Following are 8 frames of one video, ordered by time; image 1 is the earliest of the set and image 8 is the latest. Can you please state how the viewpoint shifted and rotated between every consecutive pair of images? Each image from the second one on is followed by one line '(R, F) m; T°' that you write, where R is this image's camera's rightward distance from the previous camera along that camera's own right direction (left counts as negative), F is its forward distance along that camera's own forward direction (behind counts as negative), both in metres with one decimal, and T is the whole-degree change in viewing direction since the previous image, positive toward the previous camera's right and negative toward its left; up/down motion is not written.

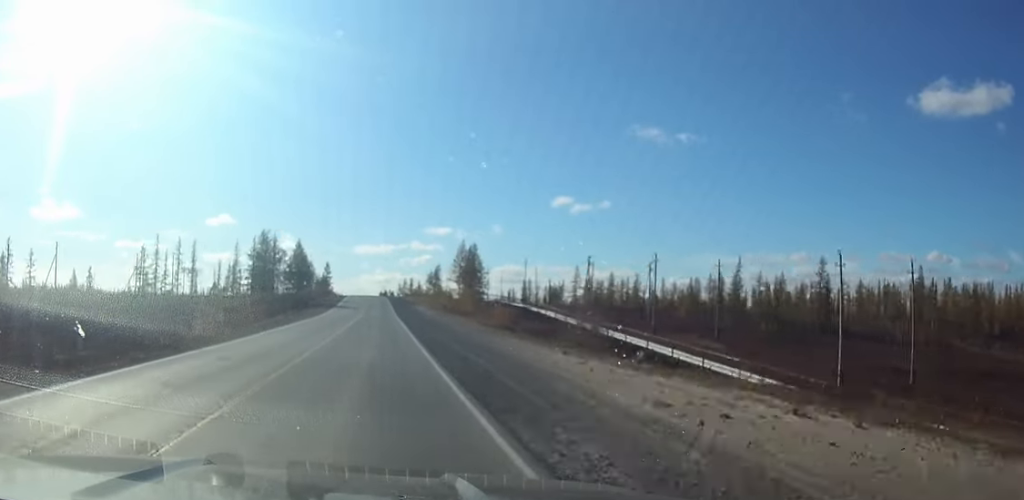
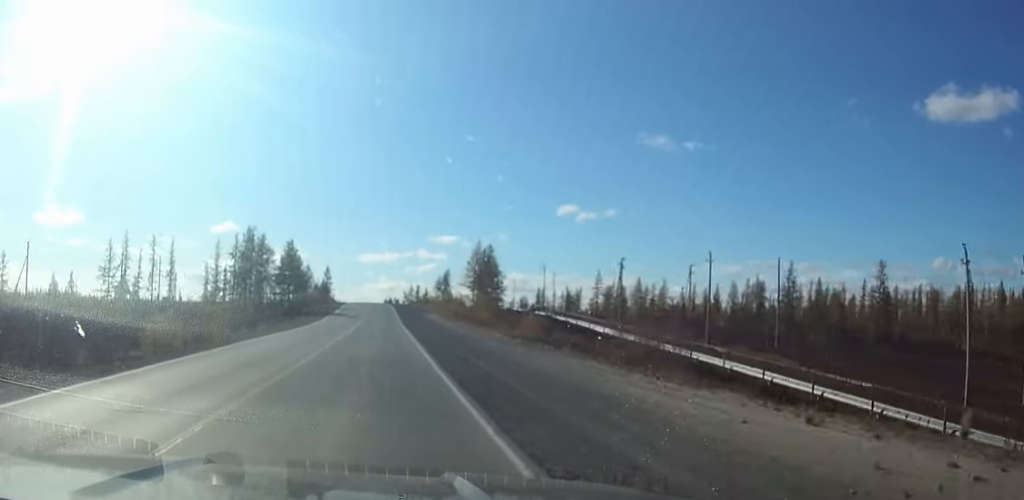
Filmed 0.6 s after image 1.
(-0.1, +14.6) m; 0°
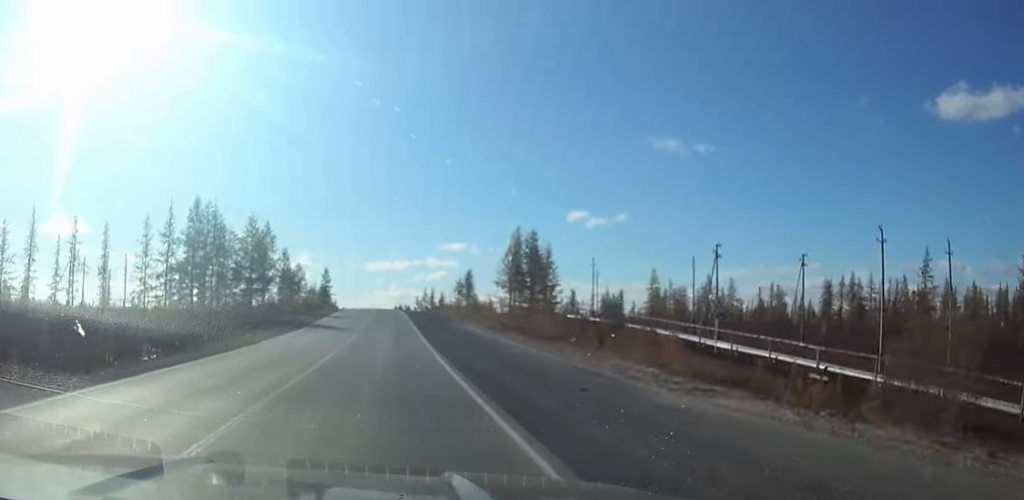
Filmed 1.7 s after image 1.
(-0.2, +27.3) m; 0°
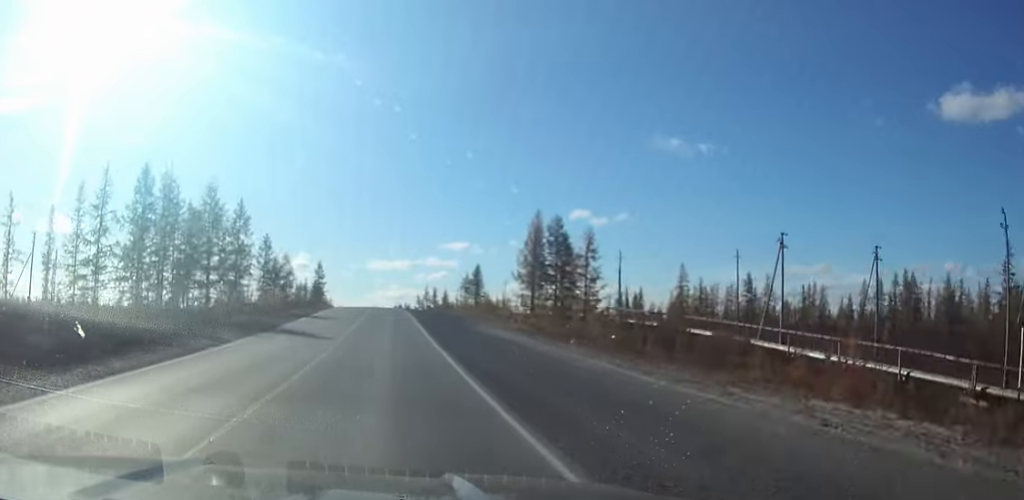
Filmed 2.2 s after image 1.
(0.0, +14.2) m; 0°
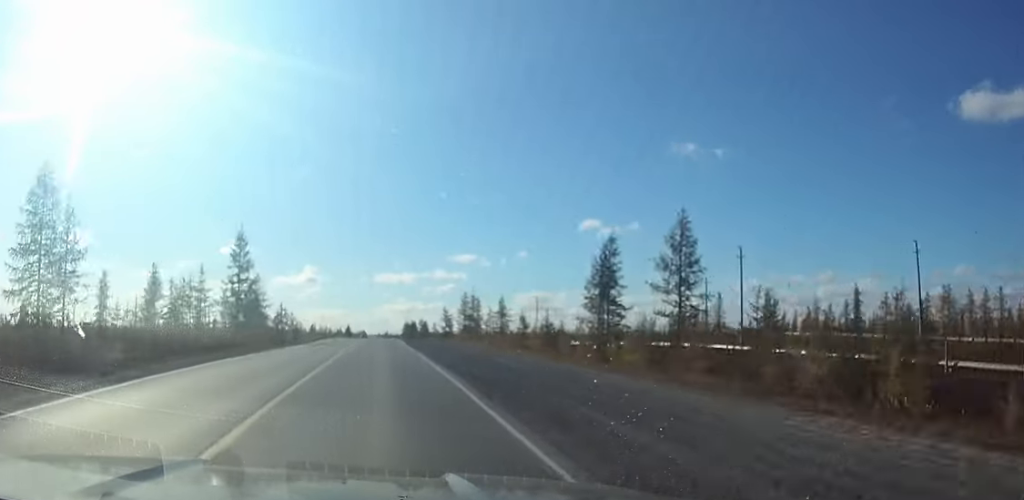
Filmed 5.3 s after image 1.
(-0.7, +78.1) m; -1°
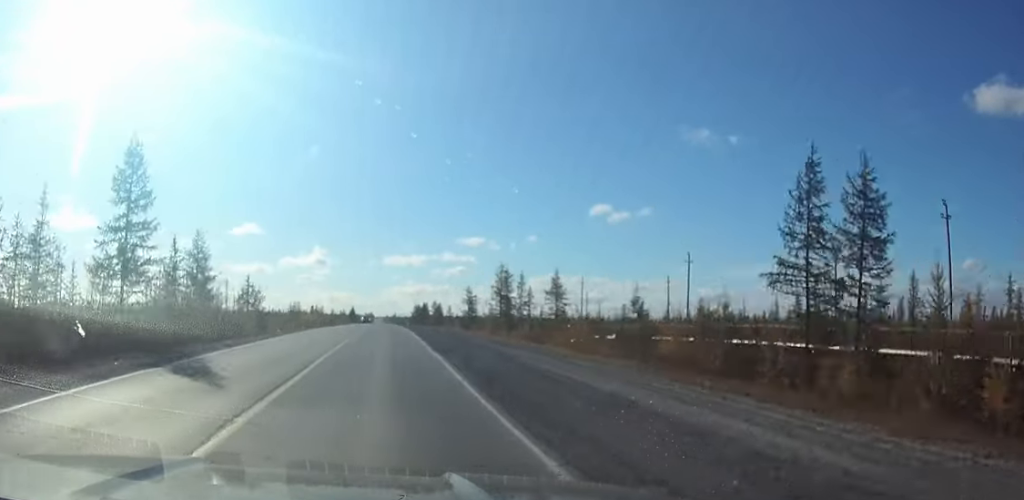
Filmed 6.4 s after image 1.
(-0.1, +29.5) m; 0°
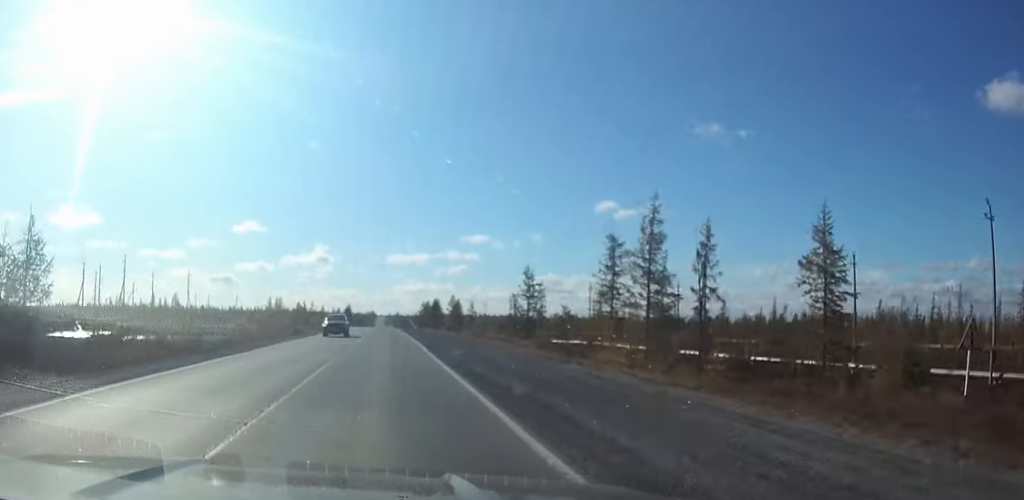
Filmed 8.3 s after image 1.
(-0.1, +49.5) m; 0°
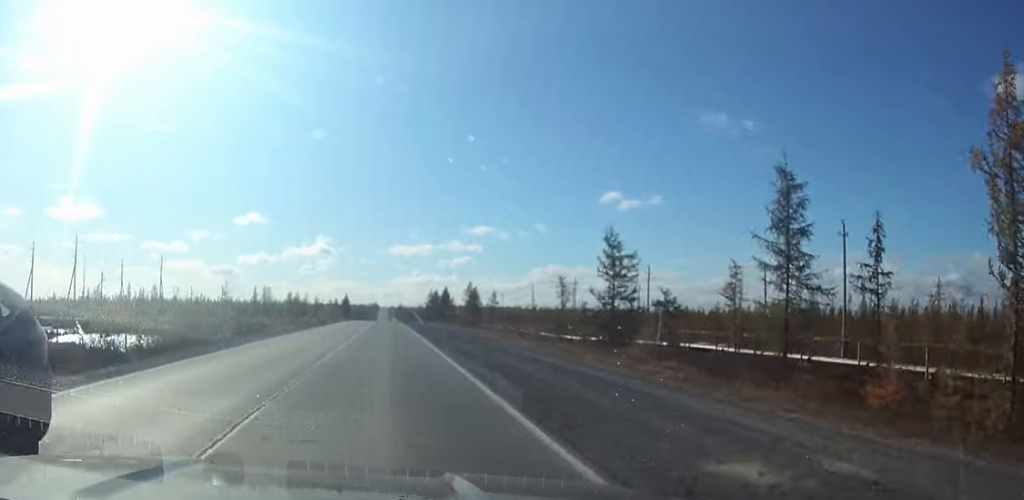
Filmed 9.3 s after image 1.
(-0.1, +27.1) m; 0°
